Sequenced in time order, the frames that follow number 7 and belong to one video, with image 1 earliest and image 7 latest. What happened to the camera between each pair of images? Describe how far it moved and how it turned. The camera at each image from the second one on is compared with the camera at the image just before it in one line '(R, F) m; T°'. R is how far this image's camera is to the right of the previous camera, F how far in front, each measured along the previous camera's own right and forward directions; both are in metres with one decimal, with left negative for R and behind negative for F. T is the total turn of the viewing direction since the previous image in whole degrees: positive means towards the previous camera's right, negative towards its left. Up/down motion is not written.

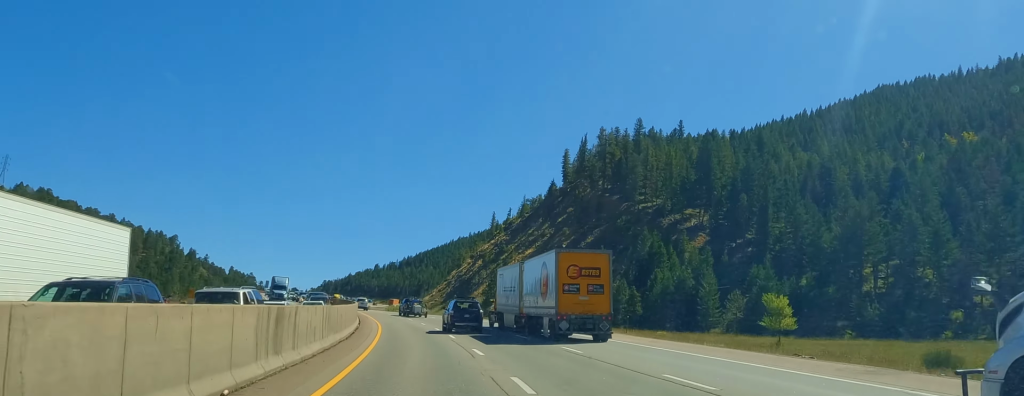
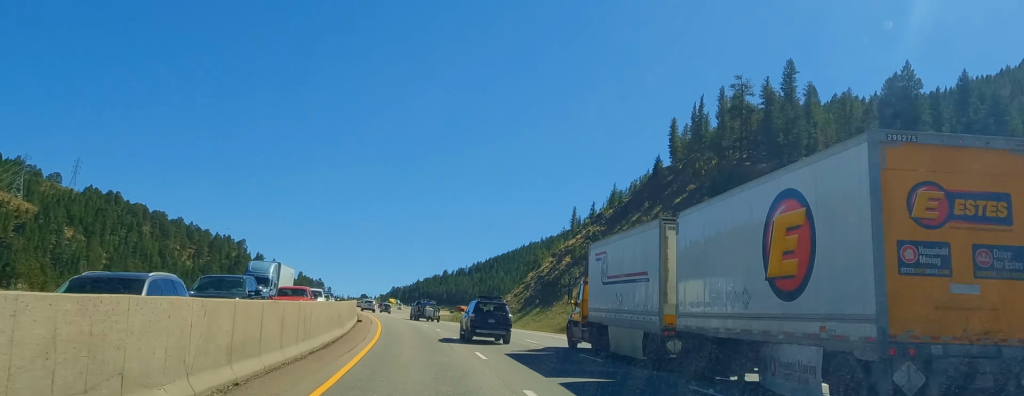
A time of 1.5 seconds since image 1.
(-2.1, +45.0) m; -5°
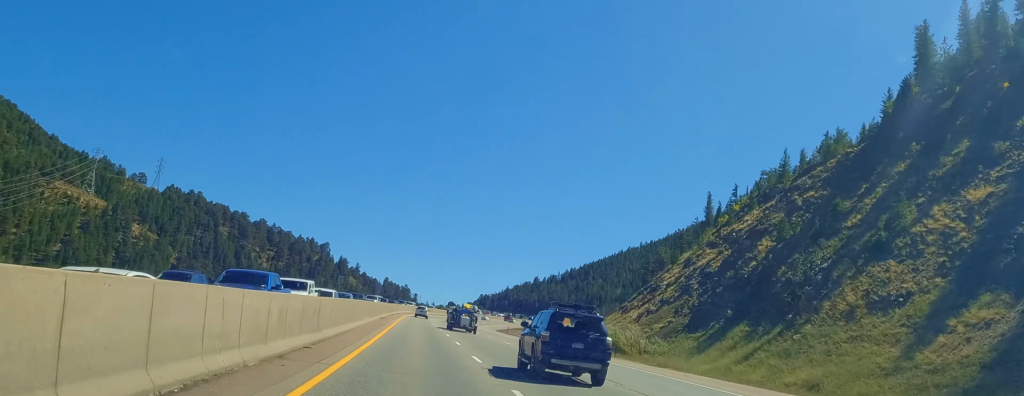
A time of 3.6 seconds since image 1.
(-2.8, +63.0) m; -4°
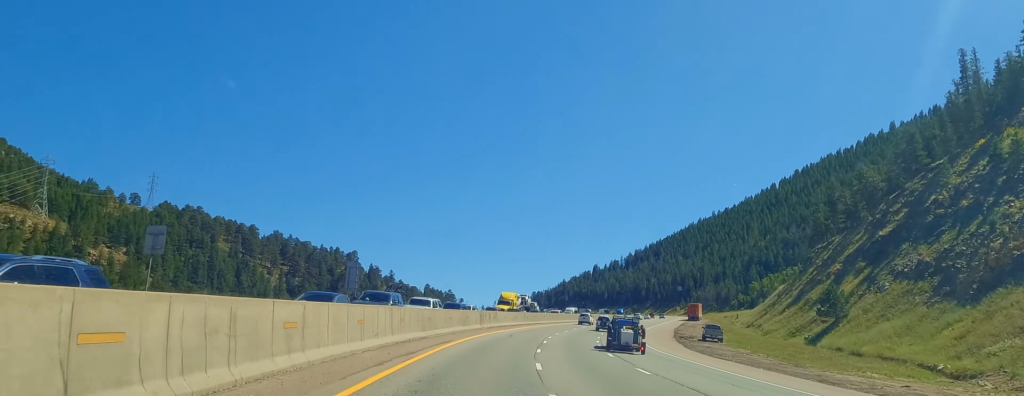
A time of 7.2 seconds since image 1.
(+0.1, +107.4) m; +4°
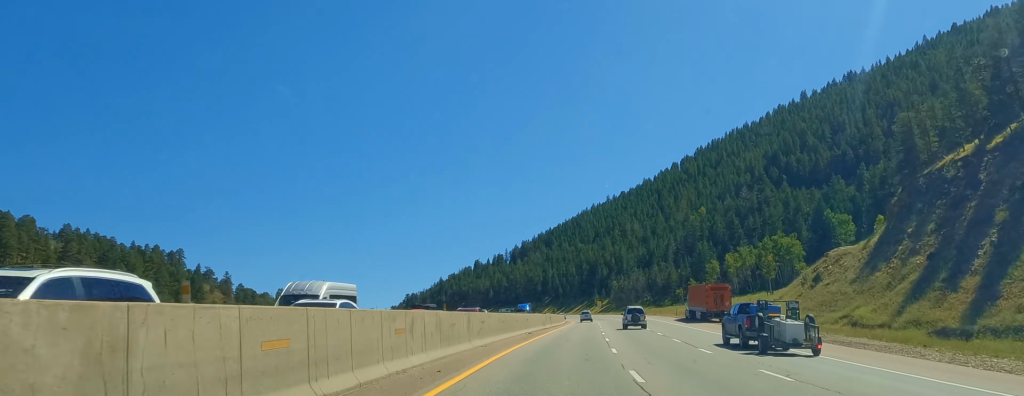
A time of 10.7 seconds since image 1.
(+12.4, +101.2) m; +12°
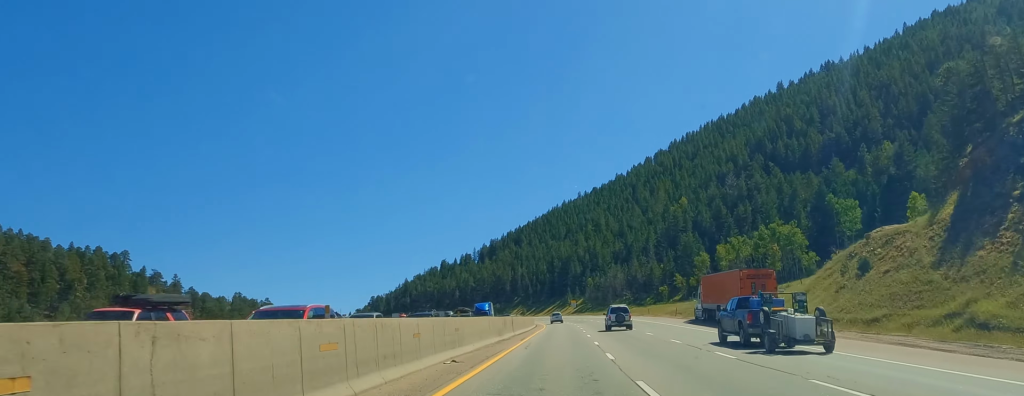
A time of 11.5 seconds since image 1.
(+0.3, +25.6) m; 0°
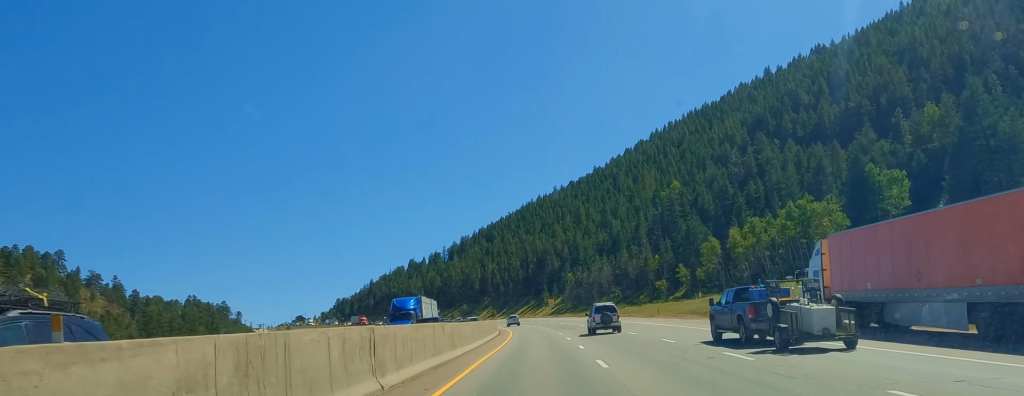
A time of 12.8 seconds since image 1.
(+0.4, +36.4) m; -1°
